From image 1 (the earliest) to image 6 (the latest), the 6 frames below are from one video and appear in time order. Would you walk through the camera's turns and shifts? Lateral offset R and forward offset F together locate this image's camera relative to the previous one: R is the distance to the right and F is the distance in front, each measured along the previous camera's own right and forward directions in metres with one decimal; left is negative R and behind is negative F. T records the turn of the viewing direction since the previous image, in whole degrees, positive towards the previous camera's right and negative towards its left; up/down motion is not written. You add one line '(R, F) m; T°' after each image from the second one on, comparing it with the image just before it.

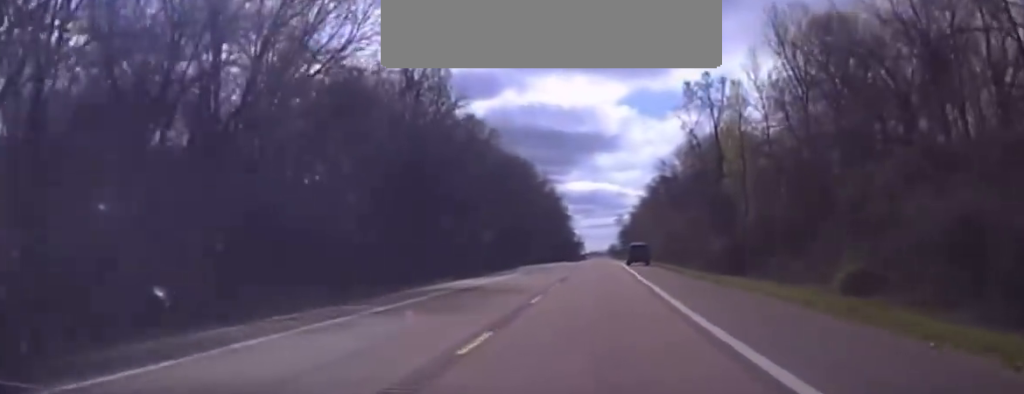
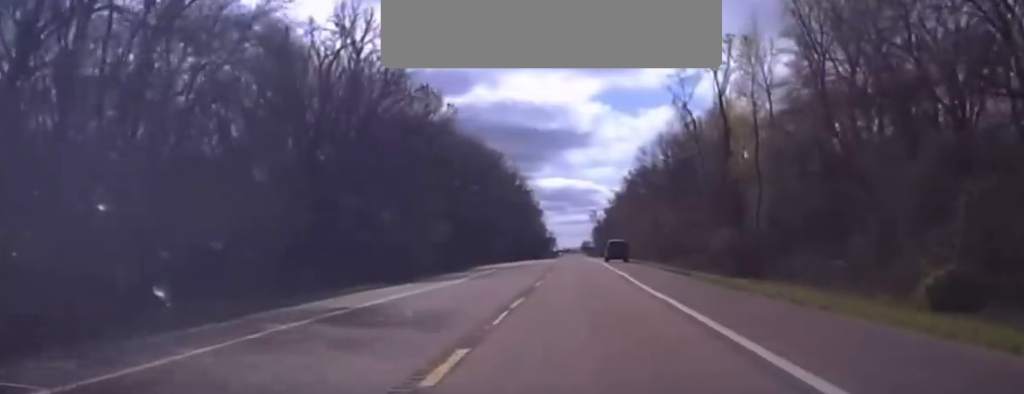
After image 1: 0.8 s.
(+0.2, +13.7) m; +1°
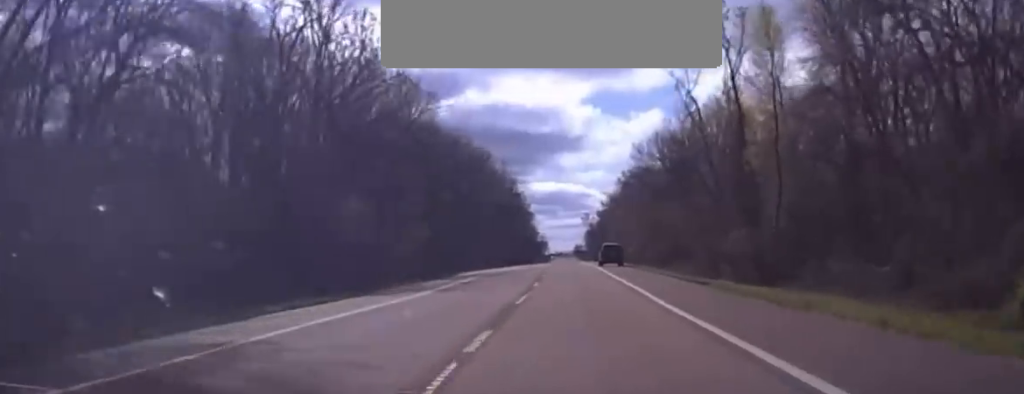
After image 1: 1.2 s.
(0.0, +7.3) m; 0°
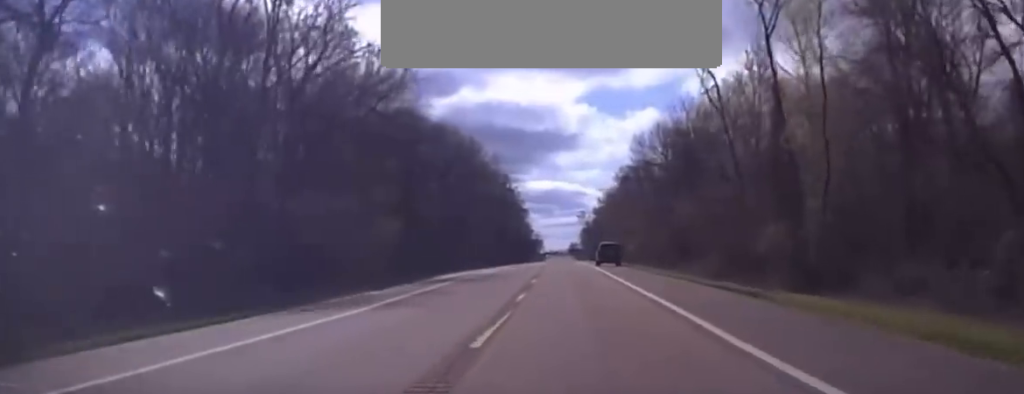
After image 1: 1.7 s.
(0.0, +9.2) m; 0°
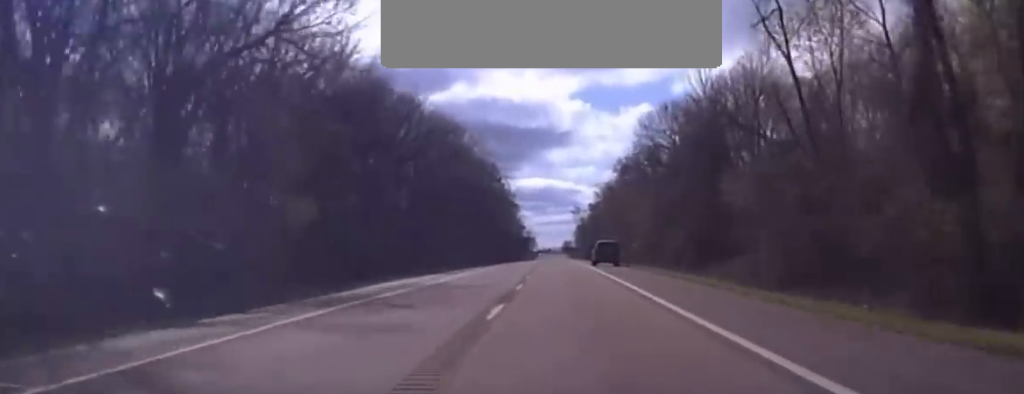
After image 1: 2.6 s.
(0.0, +22.5) m; +1°
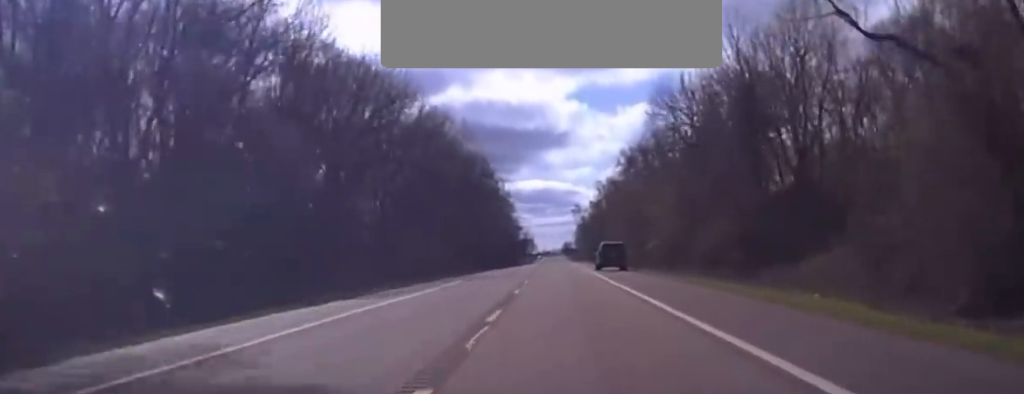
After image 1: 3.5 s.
(+0.5, +25.1) m; 0°
